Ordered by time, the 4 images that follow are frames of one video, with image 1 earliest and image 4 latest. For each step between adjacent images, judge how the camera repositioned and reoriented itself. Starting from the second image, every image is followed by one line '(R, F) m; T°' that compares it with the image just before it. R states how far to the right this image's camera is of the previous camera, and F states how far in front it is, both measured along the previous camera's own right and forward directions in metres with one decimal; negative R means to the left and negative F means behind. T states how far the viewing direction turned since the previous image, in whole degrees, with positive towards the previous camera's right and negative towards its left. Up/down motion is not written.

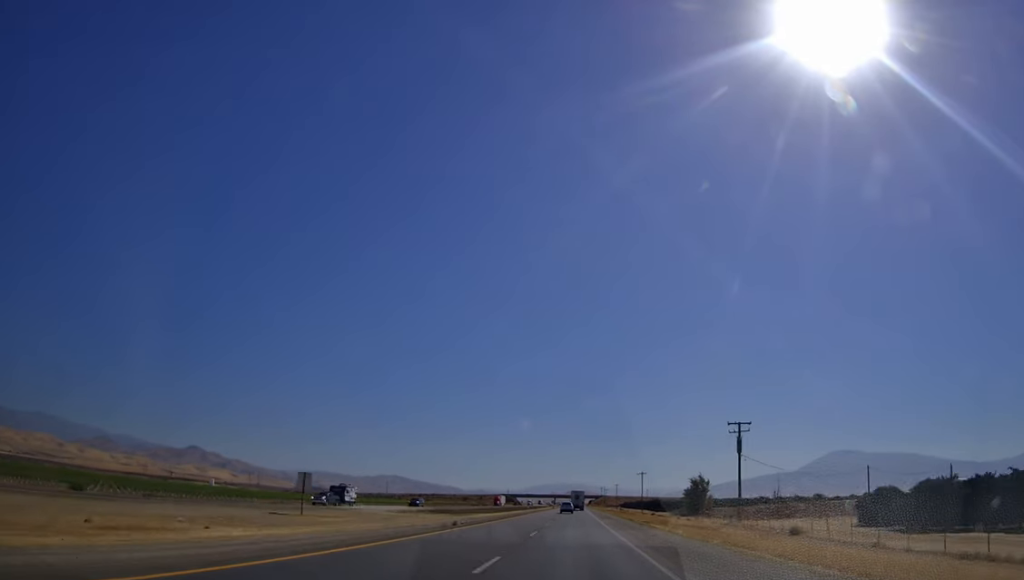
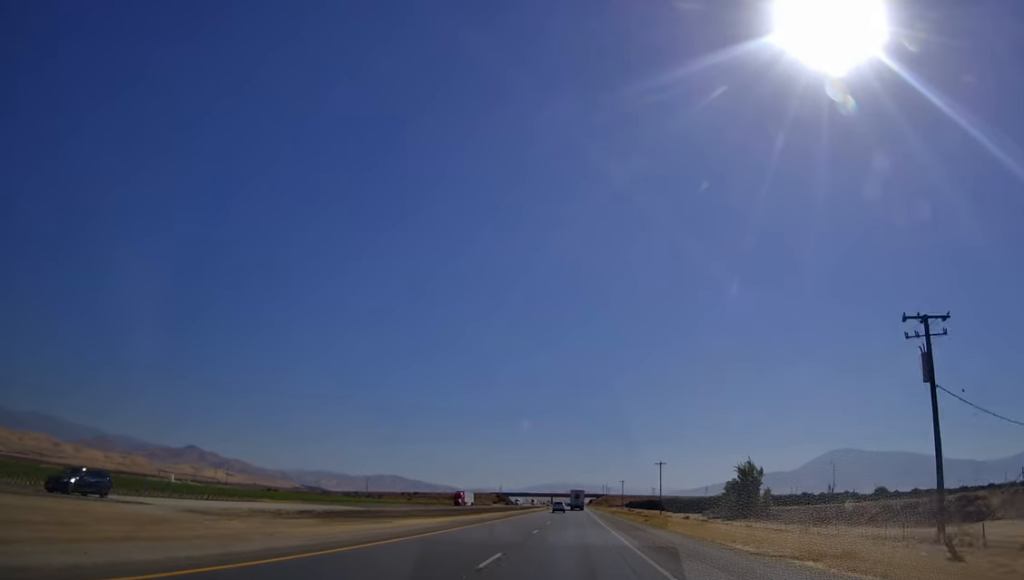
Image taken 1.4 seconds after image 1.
(-0.2, +46.9) m; 0°
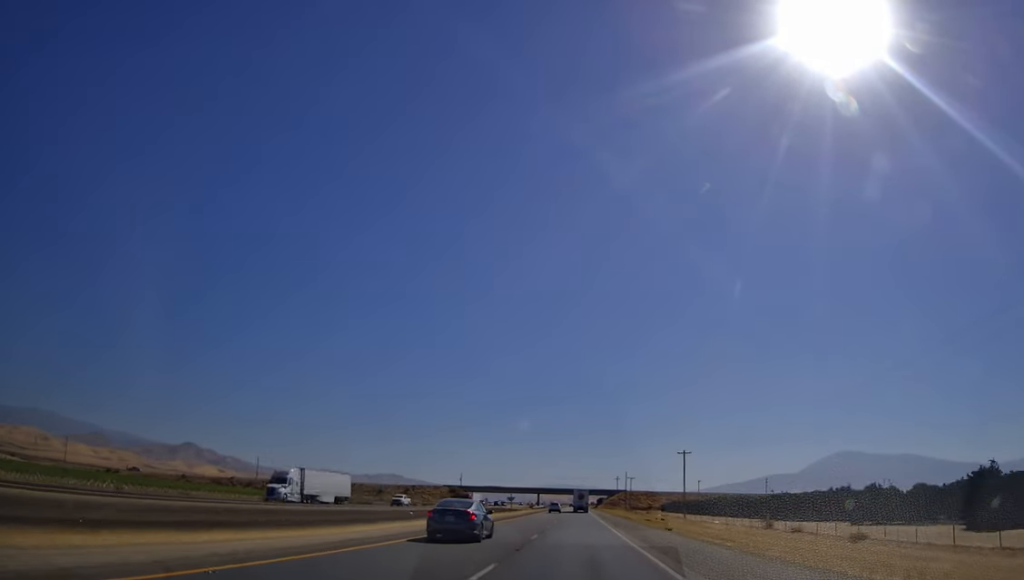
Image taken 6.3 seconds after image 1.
(+0.4, +157.4) m; 0°
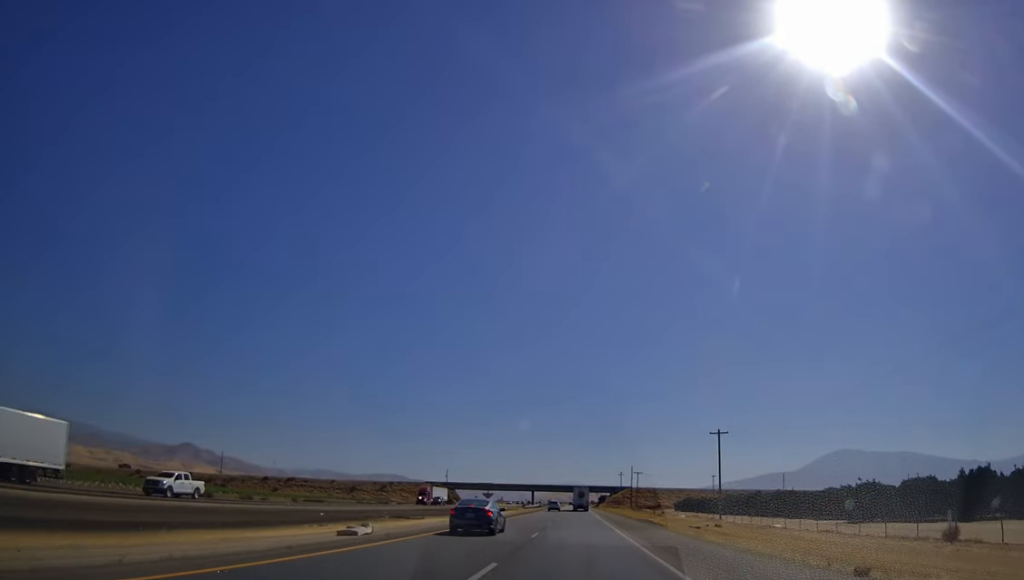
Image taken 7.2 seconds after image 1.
(+0.1, +29.2) m; 0°
